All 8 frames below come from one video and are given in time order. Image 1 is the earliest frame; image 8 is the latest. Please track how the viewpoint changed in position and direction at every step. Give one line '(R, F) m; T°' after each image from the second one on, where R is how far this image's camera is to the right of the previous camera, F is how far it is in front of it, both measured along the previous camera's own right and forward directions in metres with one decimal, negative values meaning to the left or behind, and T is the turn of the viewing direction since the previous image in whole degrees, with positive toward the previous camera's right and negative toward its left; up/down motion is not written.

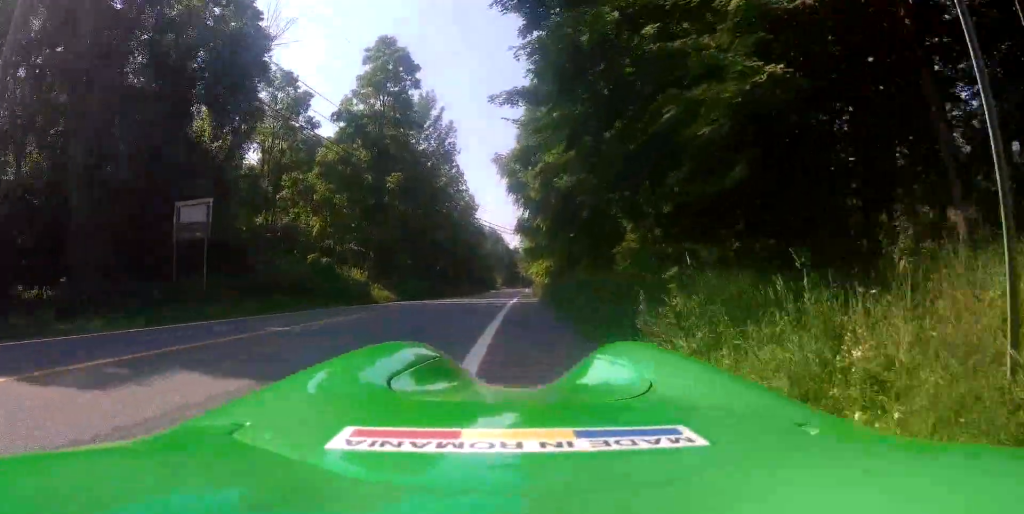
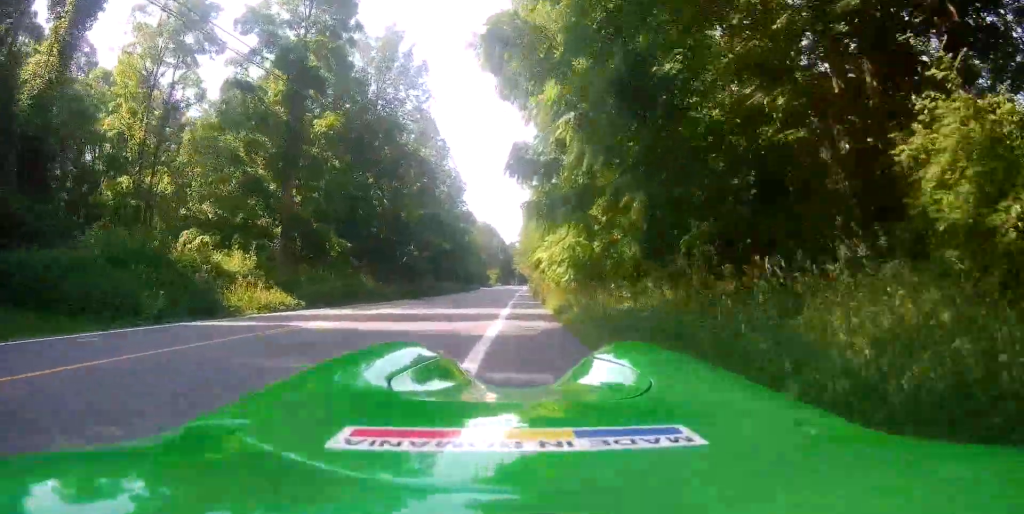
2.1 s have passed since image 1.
(+0.4, +16.0) m; +1°
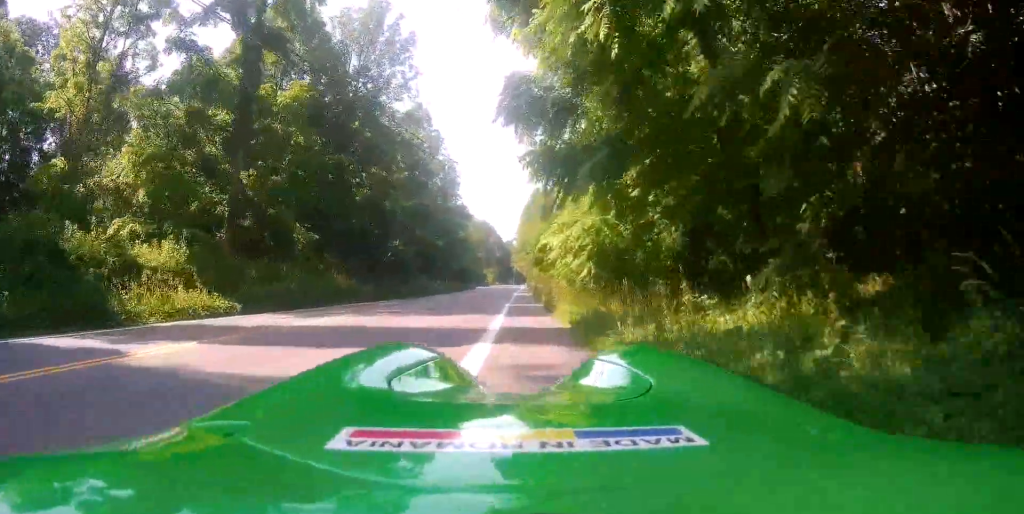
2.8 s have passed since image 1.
(0.0, +5.3) m; 0°
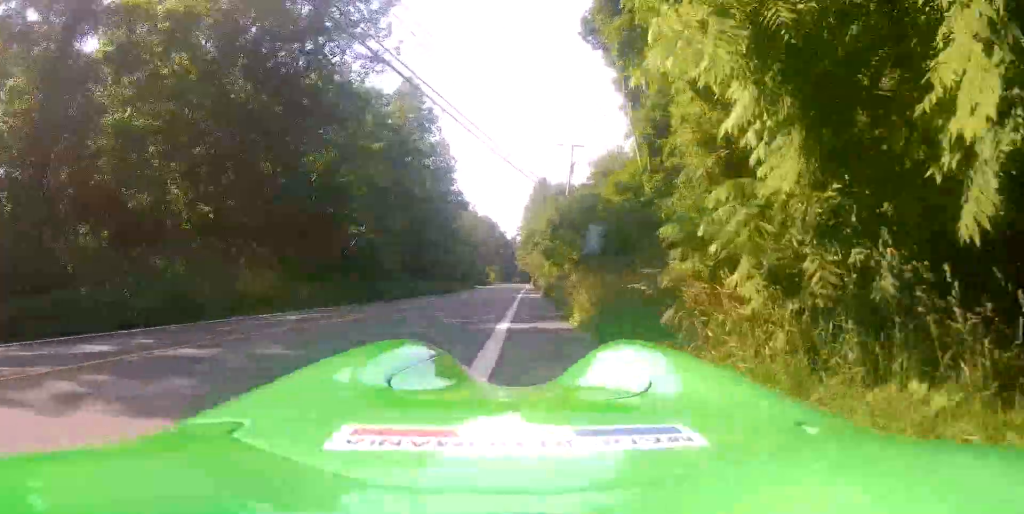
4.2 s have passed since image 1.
(-0.2, +10.9) m; -1°
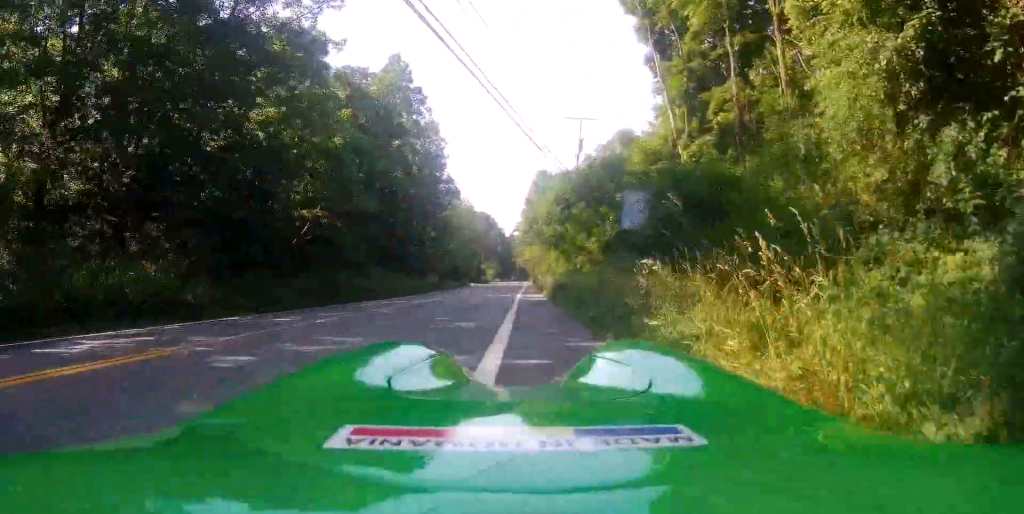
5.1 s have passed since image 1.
(0.0, +7.5) m; -1°
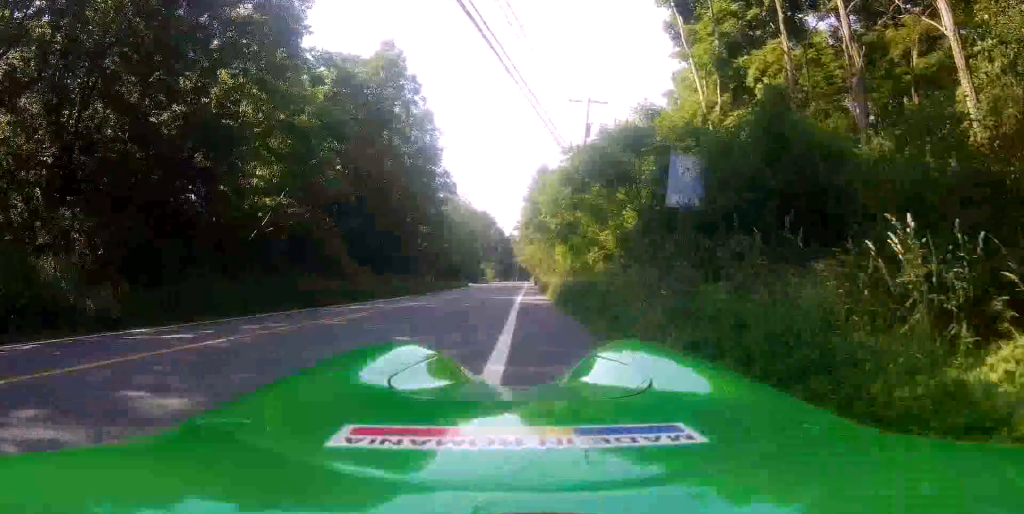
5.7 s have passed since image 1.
(0.0, +4.3) m; 0°
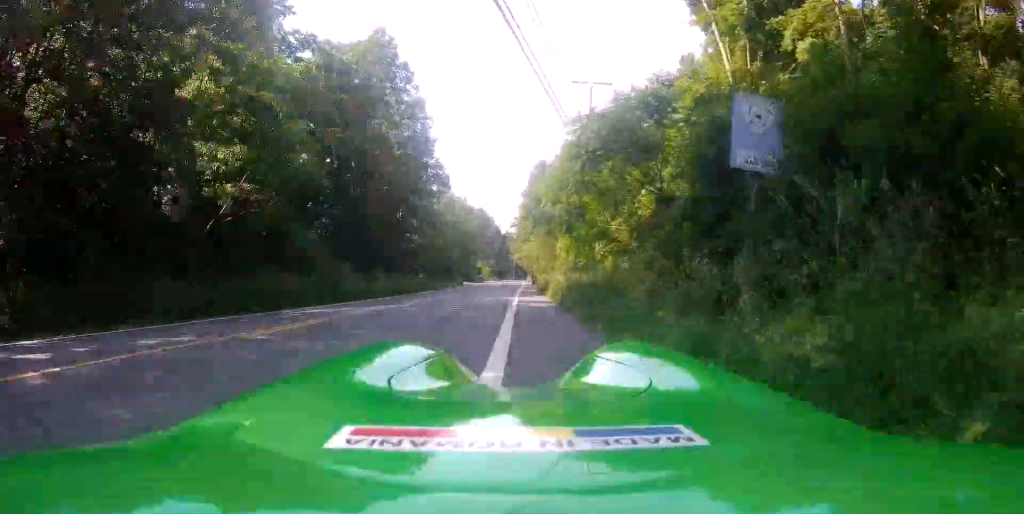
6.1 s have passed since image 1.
(-0.1, +3.3) m; -1°
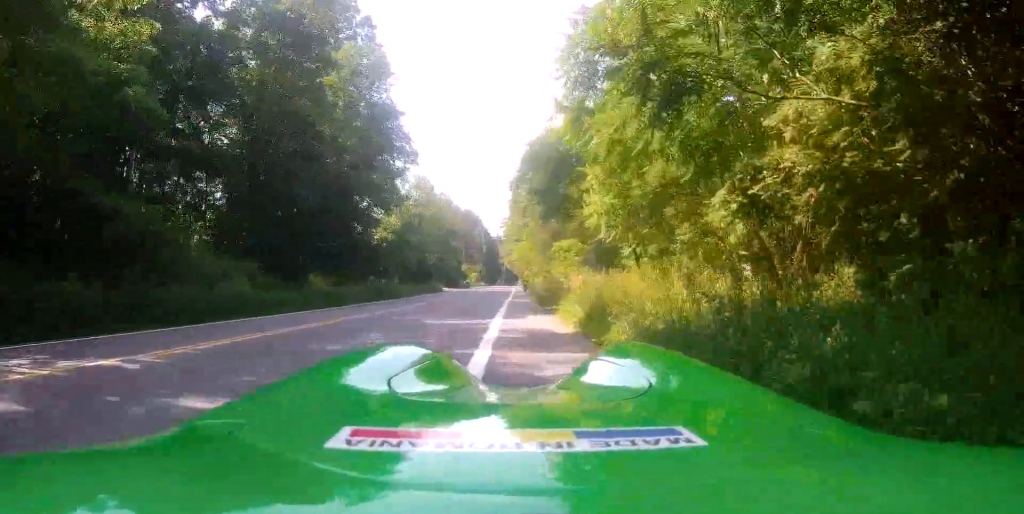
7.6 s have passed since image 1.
(-0.1, +12.0) m; -1°
